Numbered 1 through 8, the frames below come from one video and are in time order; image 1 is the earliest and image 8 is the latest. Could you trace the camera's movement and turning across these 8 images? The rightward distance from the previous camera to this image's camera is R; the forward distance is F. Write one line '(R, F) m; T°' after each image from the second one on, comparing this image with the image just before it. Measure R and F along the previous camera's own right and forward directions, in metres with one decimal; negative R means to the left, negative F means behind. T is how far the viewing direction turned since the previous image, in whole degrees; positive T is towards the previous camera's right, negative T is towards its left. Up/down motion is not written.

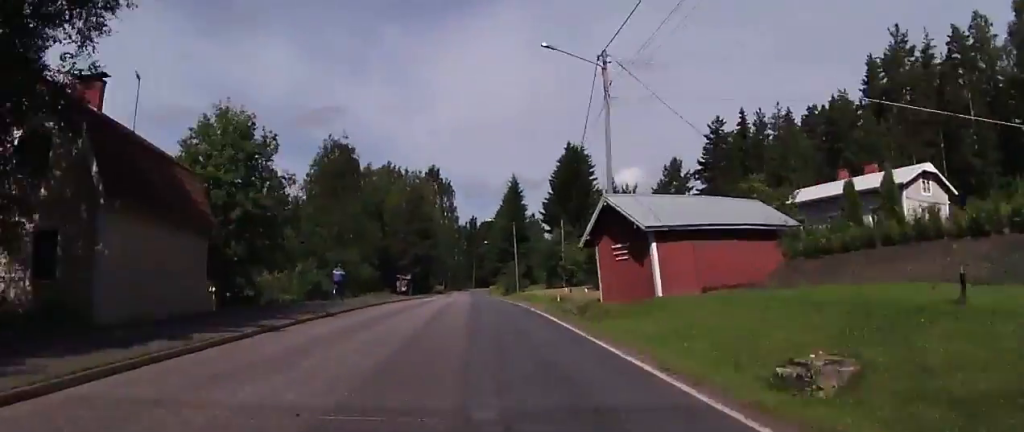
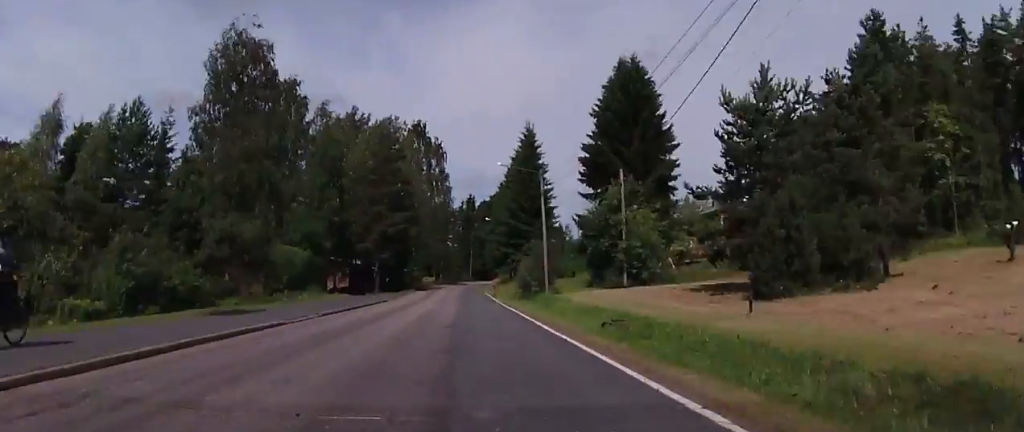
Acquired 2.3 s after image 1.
(+0.1, +29.8) m; 0°
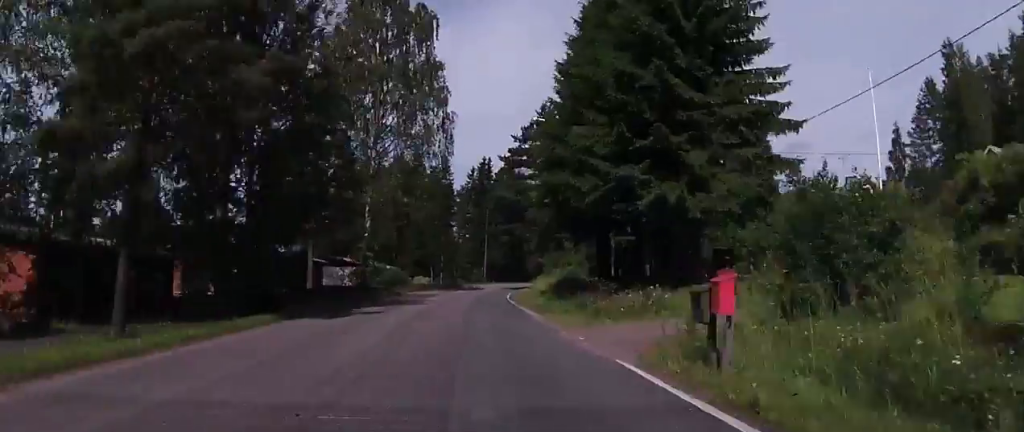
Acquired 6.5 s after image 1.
(+0.4, +52.1) m; +2°
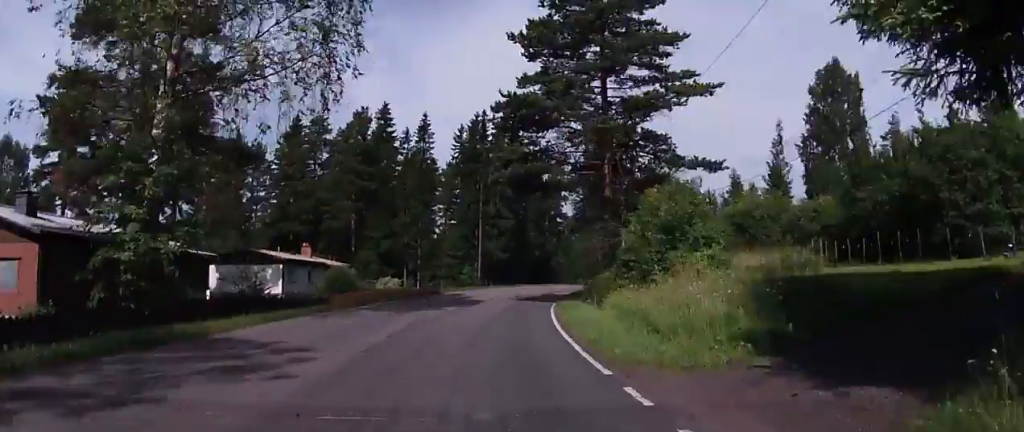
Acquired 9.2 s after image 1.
(-0.2, +32.7) m; +2°
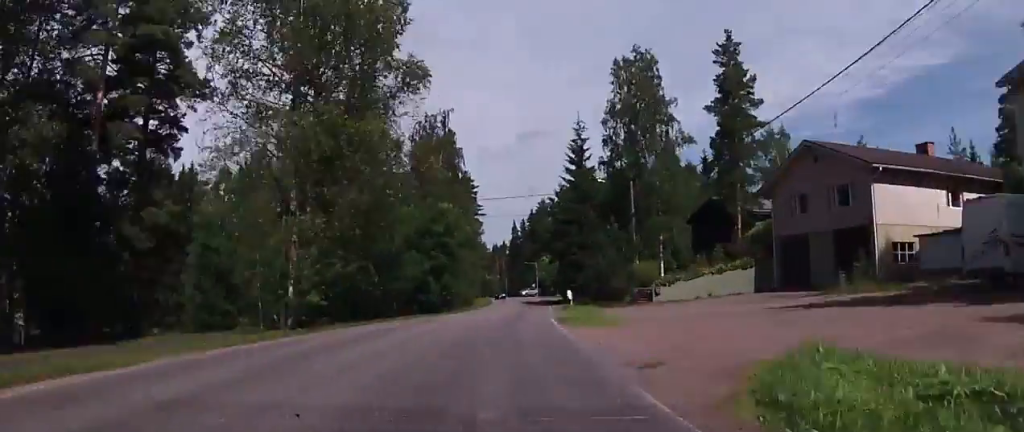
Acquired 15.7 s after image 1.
(+12.8, +76.7) m; +19°
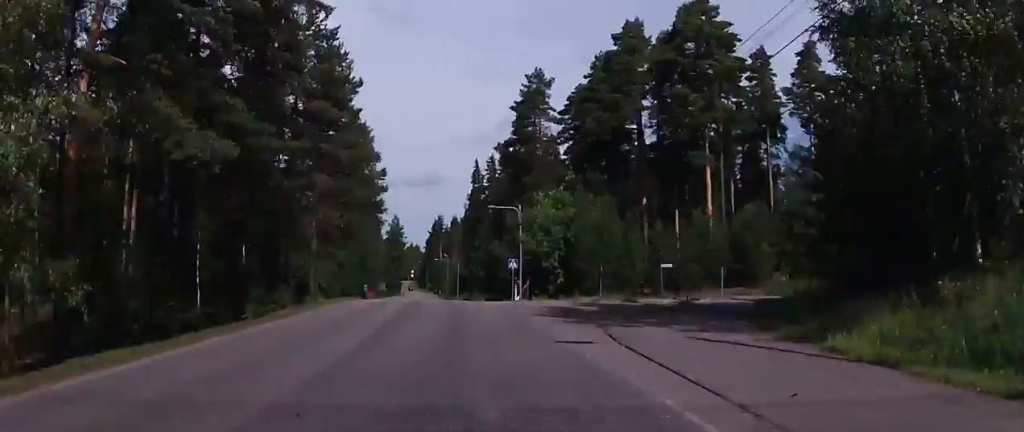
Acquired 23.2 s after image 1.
(+6.7, +93.4) m; +2°
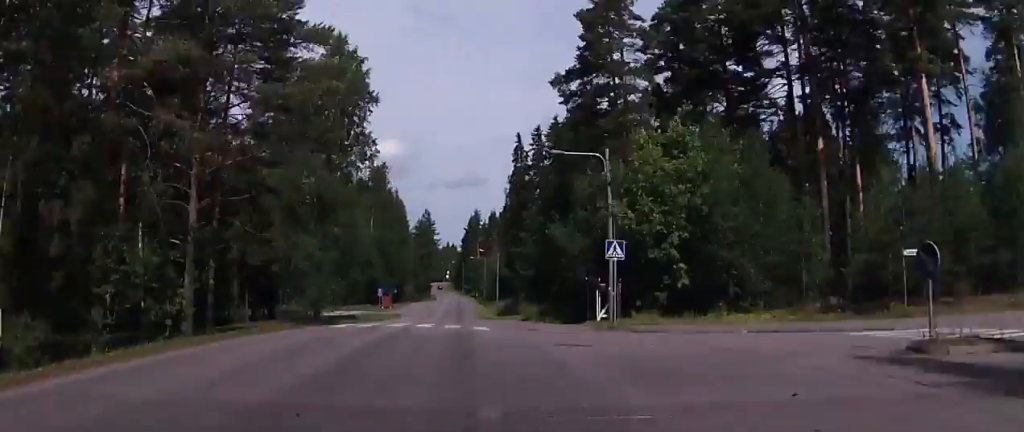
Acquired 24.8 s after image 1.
(-0.1, +21.5) m; -1°
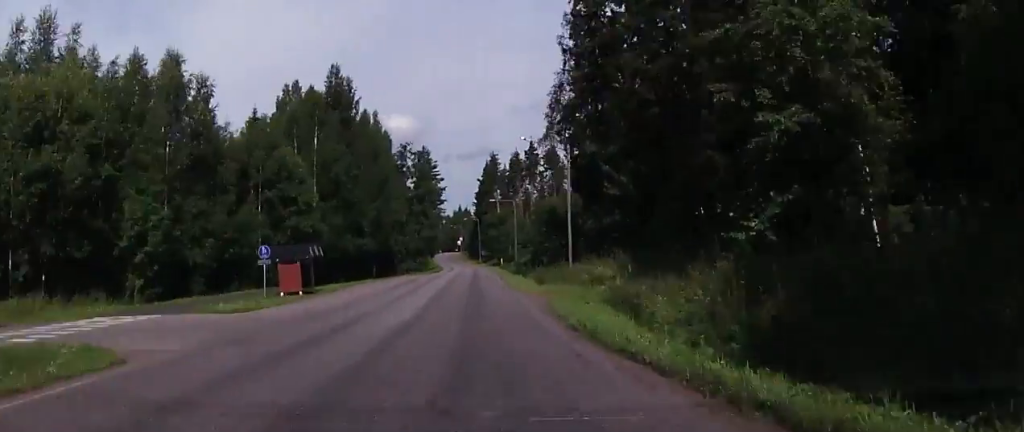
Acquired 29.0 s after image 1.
(-1.2, +56.1) m; -1°
